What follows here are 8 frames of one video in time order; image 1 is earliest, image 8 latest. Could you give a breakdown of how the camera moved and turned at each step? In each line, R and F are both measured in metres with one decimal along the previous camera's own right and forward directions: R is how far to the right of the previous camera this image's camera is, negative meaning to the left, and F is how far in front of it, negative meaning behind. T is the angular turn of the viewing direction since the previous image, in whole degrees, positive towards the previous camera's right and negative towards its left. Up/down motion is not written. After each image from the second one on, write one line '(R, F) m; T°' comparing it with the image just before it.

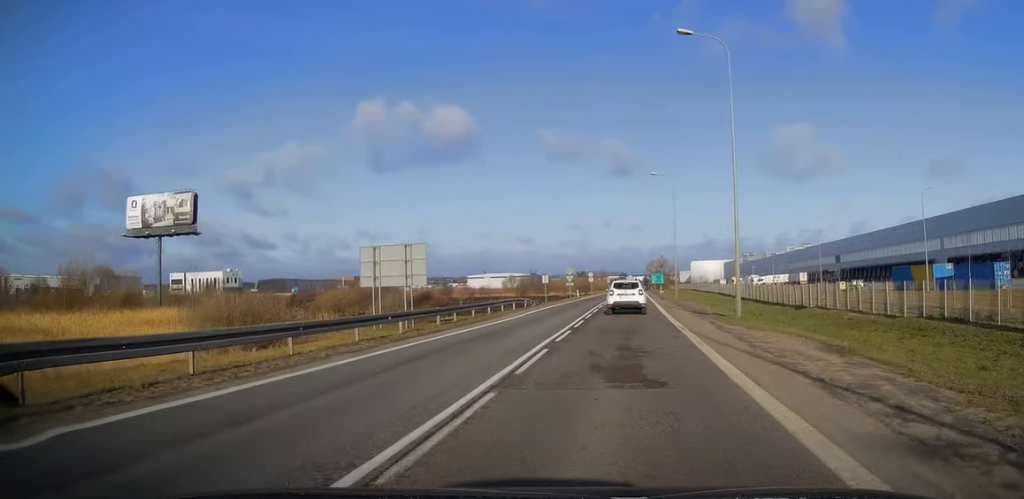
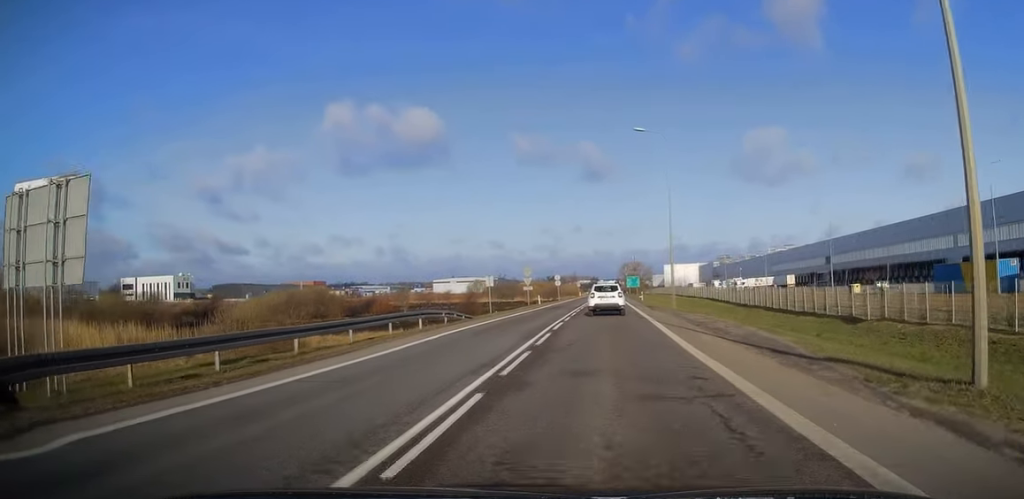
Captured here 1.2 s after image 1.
(+1.2, +17.8) m; +5°
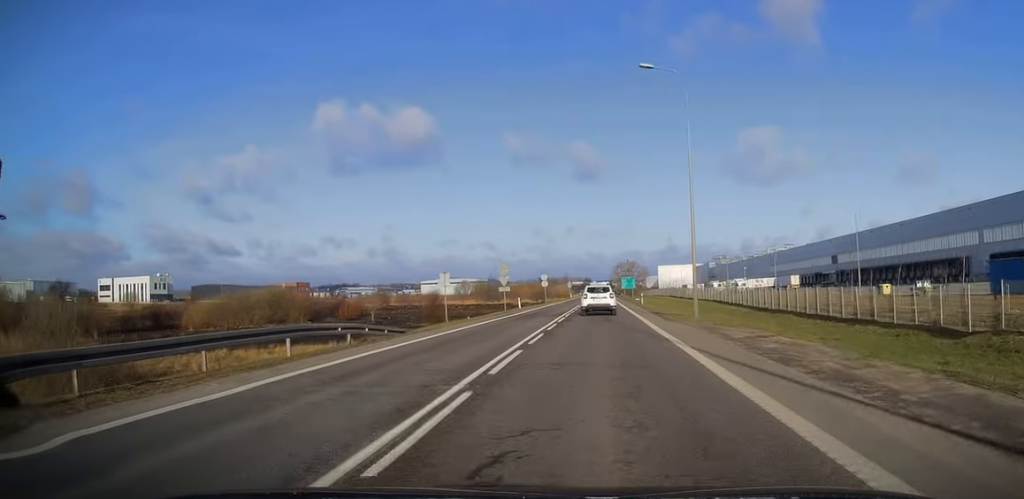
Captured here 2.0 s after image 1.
(+0.3, +12.0) m; +1°
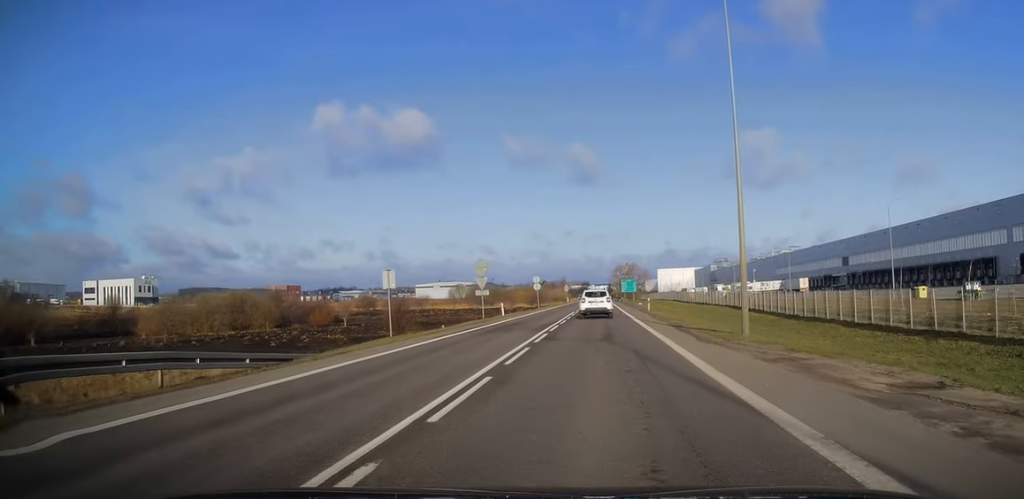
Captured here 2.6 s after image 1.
(0.0, +9.7) m; 0°
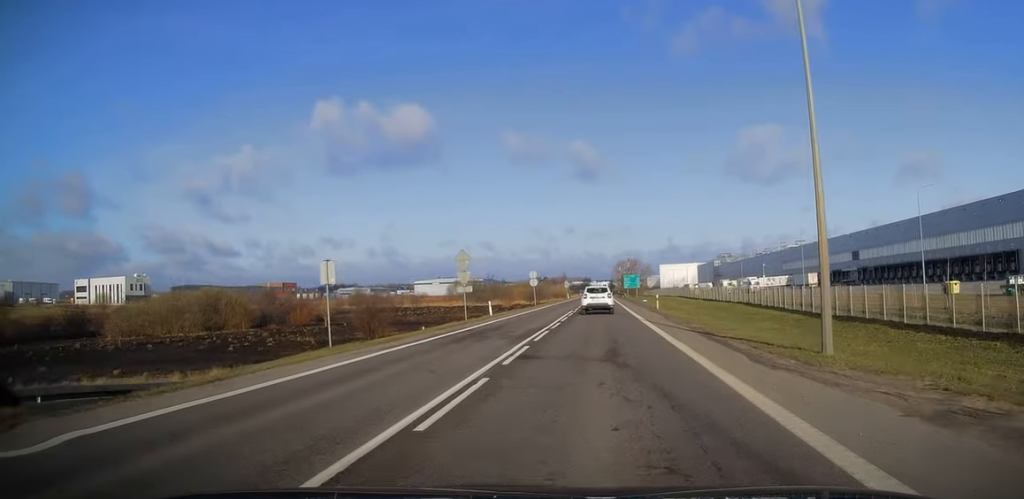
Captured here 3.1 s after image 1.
(0.0, +6.5) m; 0°
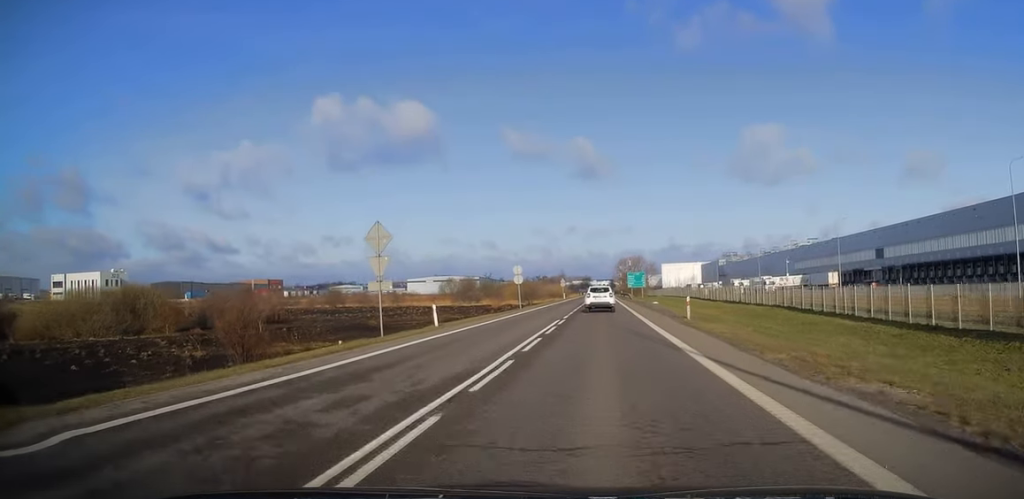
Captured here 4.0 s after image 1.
(-0.1, +15.4) m; -1°
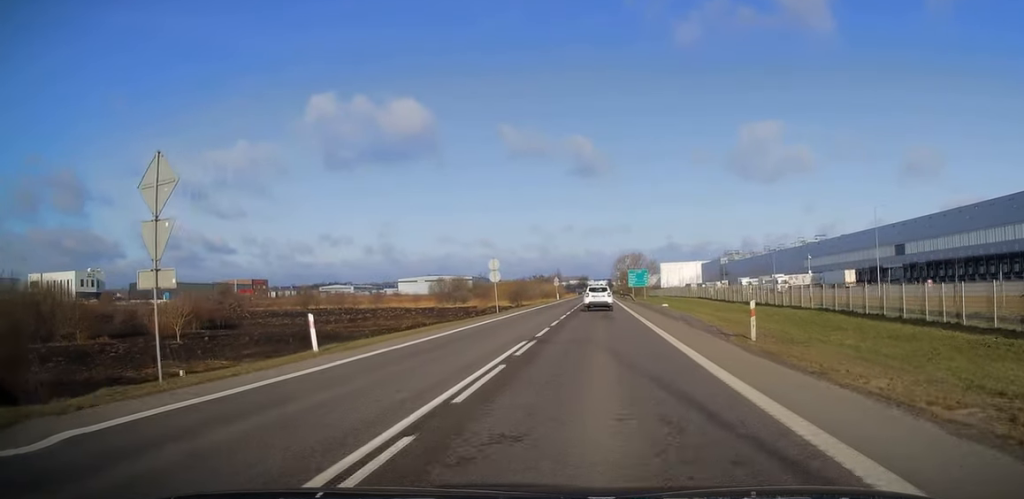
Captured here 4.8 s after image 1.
(-0.1, +12.9) m; +1°
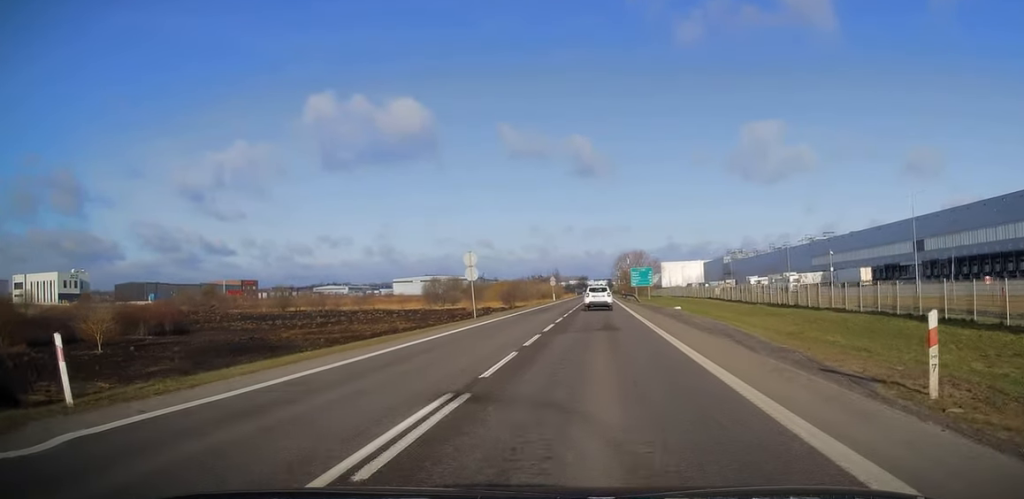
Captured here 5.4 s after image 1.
(+0.1, +9.4) m; 0°
